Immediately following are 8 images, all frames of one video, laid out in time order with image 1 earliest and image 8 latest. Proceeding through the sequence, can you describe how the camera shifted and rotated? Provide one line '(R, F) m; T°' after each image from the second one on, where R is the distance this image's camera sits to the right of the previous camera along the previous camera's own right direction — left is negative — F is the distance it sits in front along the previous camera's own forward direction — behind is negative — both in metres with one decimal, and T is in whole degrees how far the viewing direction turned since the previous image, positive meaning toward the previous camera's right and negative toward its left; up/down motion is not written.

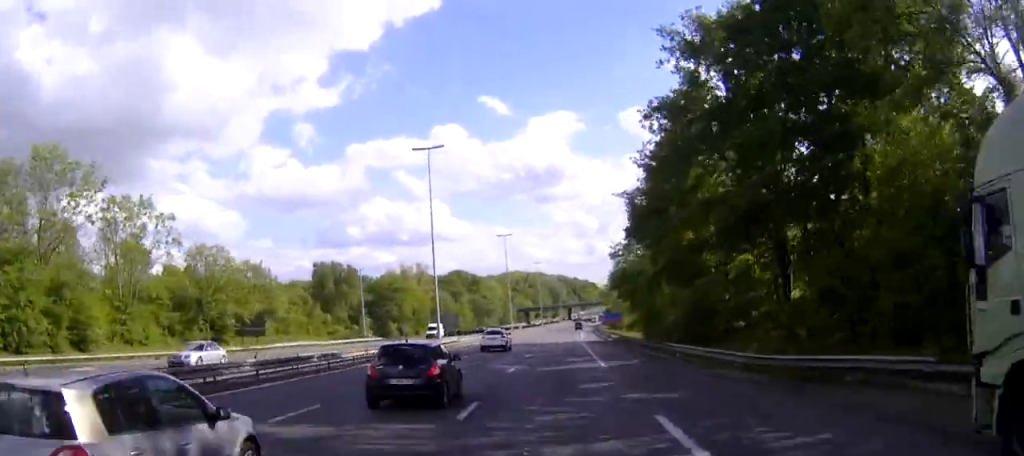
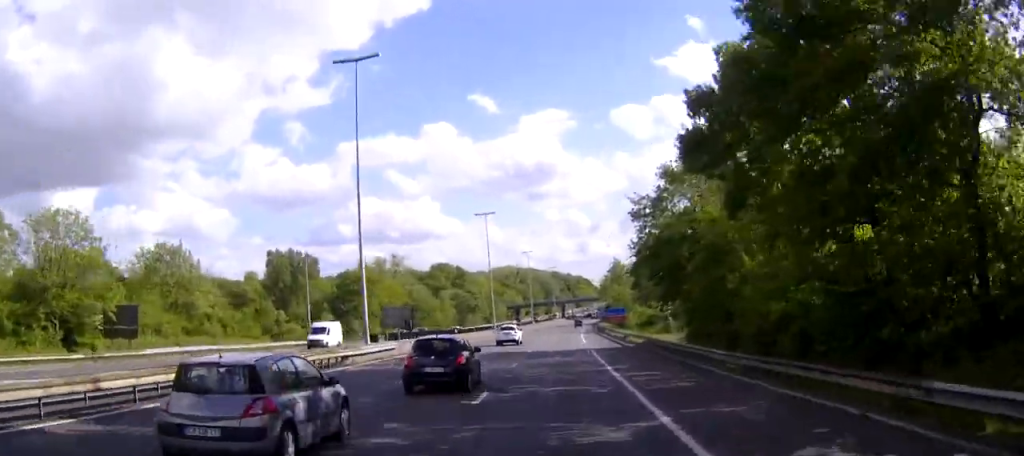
(+0.1, +23.9) m; +1°
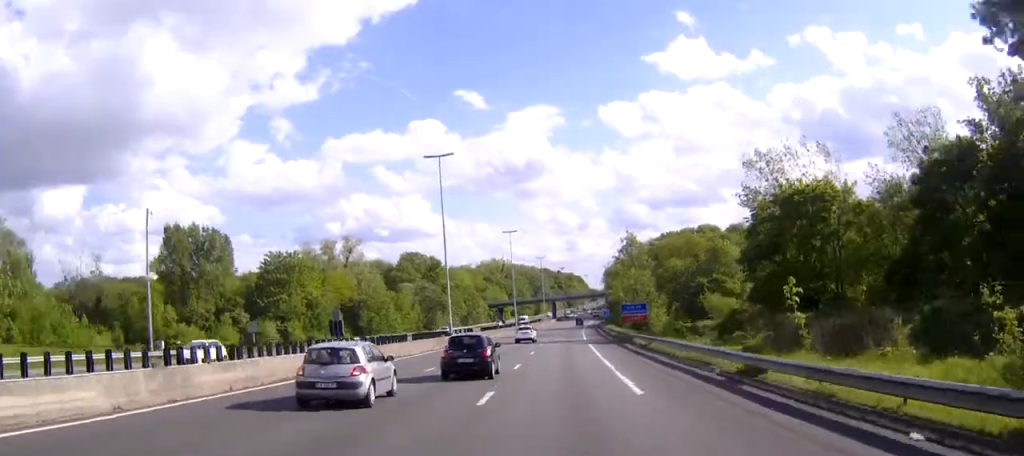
(+0.3, +38.6) m; +1°
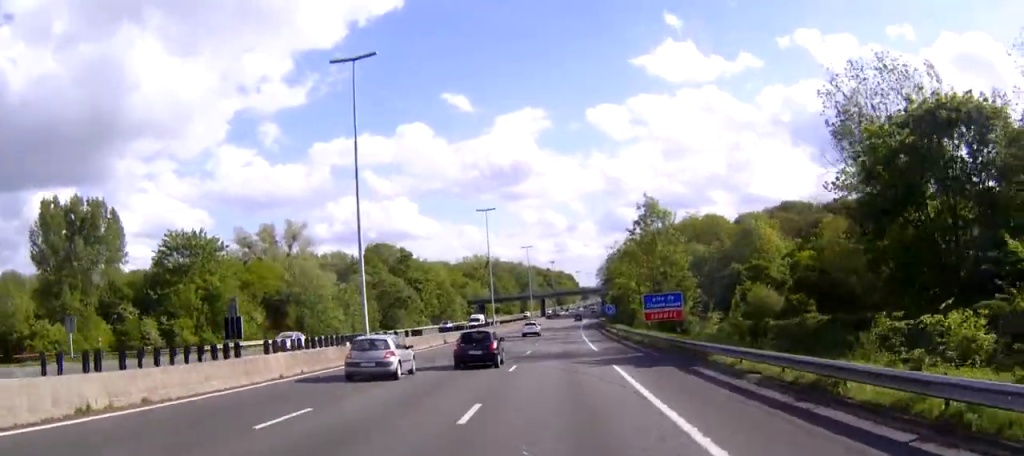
(+0.2, +29.4) m; +1°
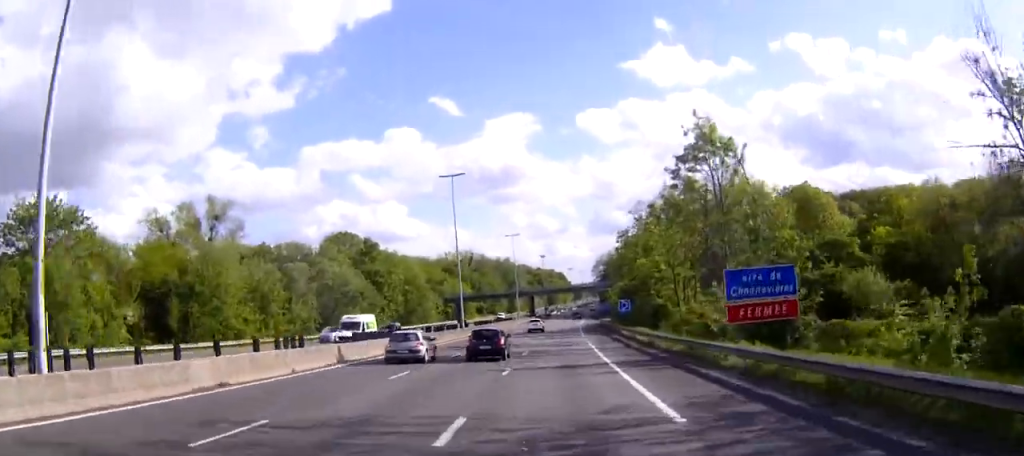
(+0.3, +28.7) m; +1°
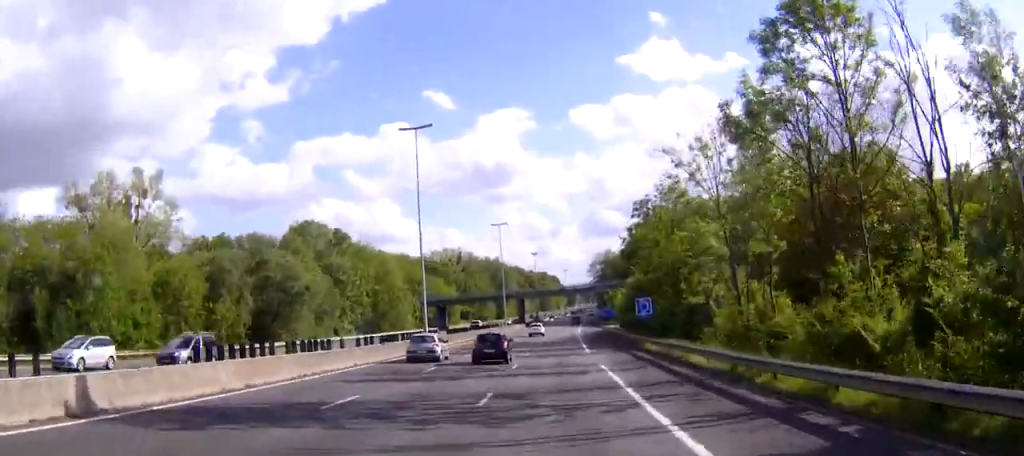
(+0.1, +19.4) m; 0°
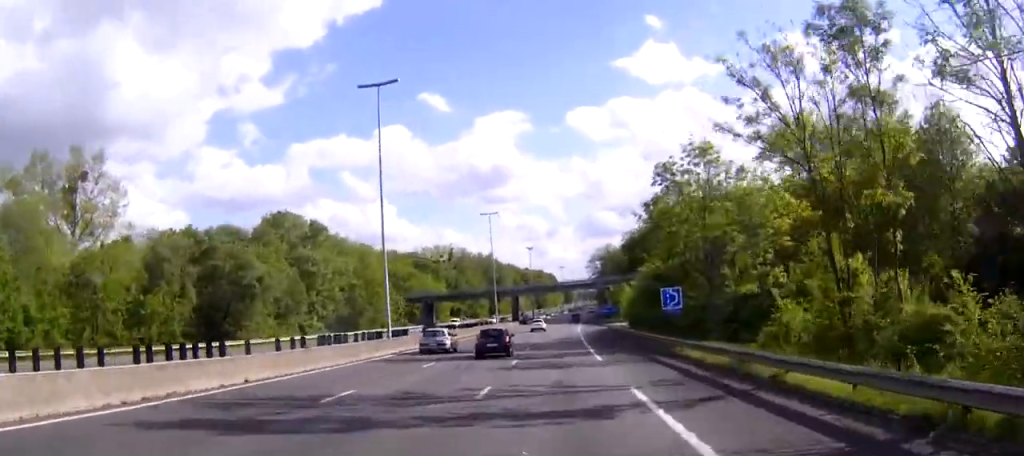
(0.0, +13.0) m; 0°
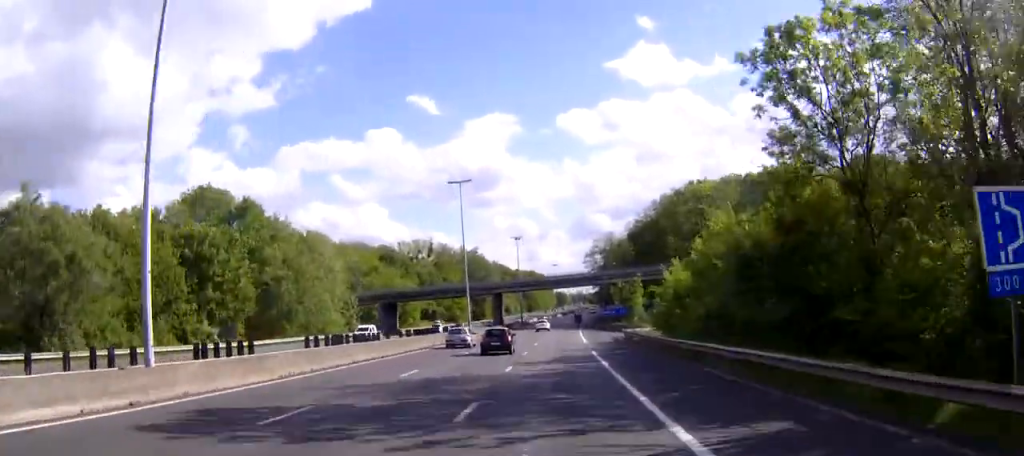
(+0.1, +29.6) m; 0°
